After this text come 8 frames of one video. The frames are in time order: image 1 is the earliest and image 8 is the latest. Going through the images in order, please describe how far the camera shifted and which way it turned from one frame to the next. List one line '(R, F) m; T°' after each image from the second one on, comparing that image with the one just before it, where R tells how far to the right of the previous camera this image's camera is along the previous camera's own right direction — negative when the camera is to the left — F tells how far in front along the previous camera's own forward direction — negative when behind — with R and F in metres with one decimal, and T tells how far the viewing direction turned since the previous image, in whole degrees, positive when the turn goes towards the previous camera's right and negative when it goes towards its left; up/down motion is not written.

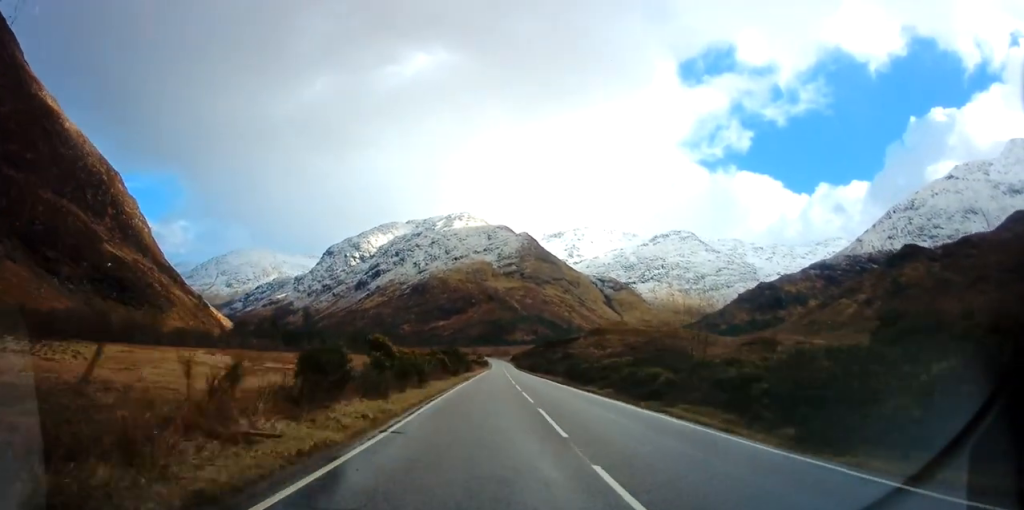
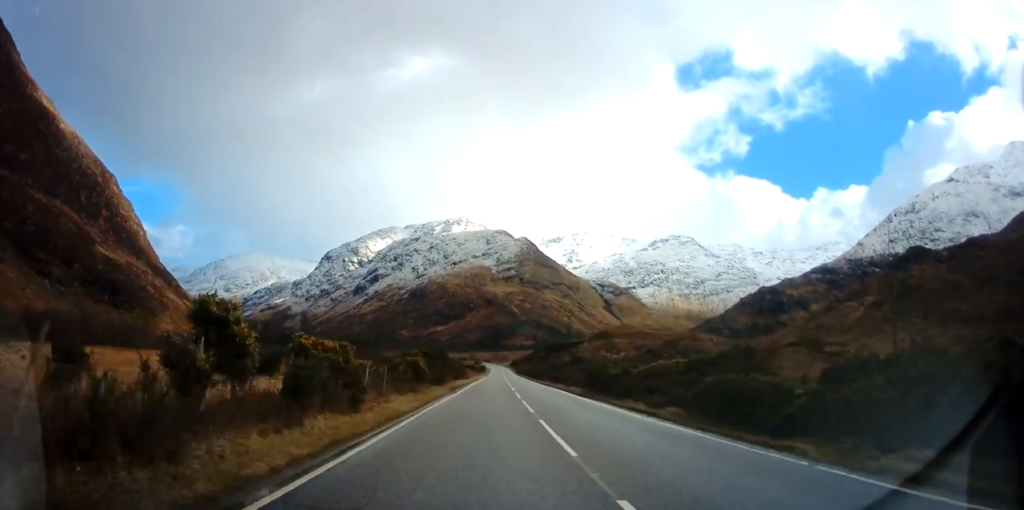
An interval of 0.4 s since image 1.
(0.0, +10.6) m; 0°
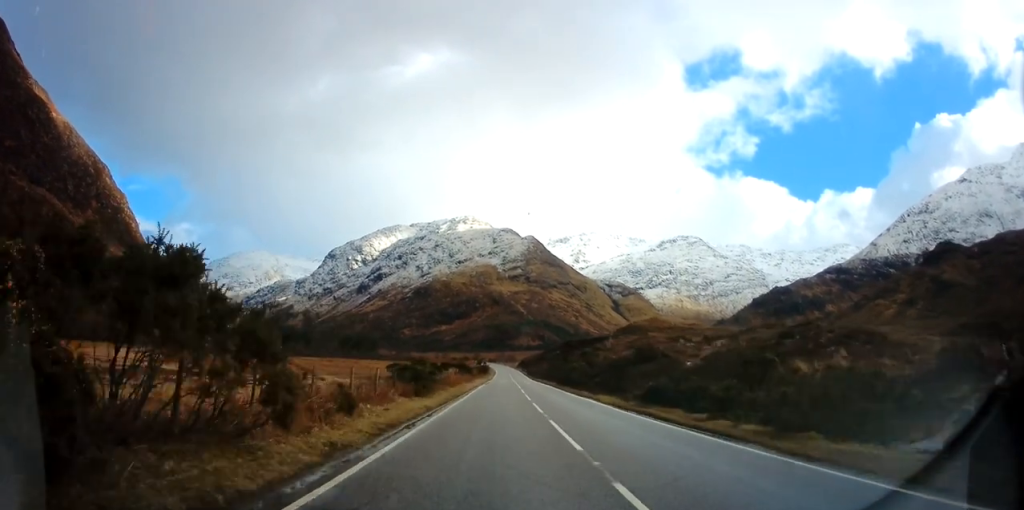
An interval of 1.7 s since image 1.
(0.0, +34.2) m; +1°
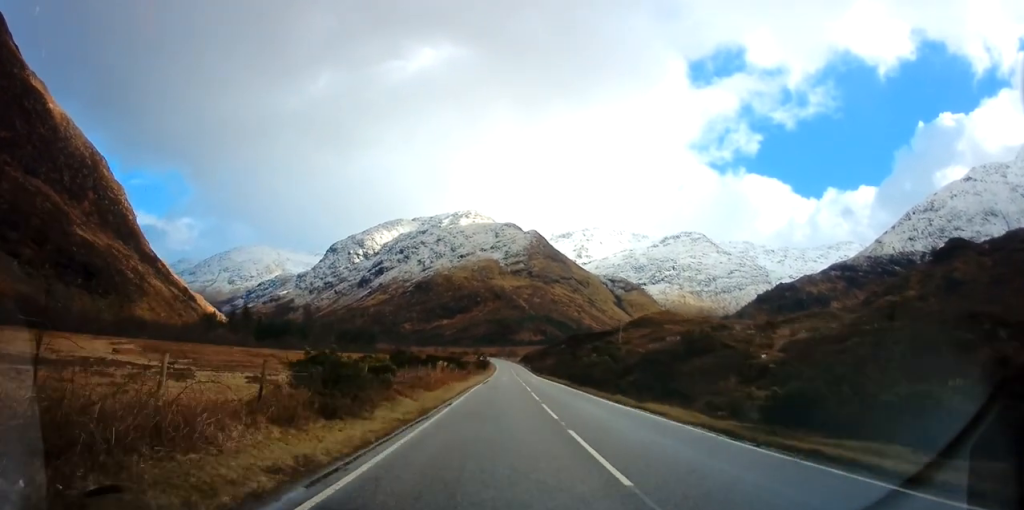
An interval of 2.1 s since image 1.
(+0.1, +11.9) m; 0°
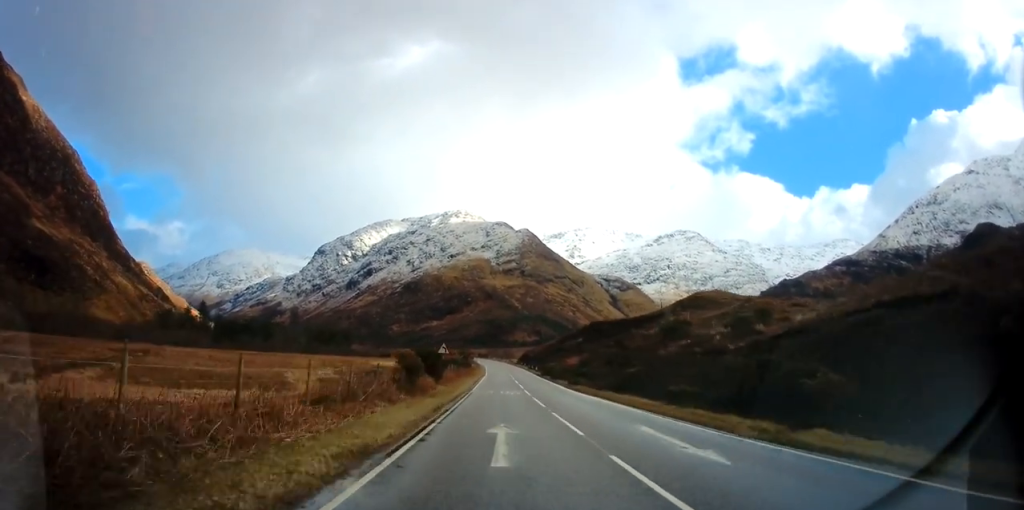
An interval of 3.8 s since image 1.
(+0.6, +47.1) m; 0°
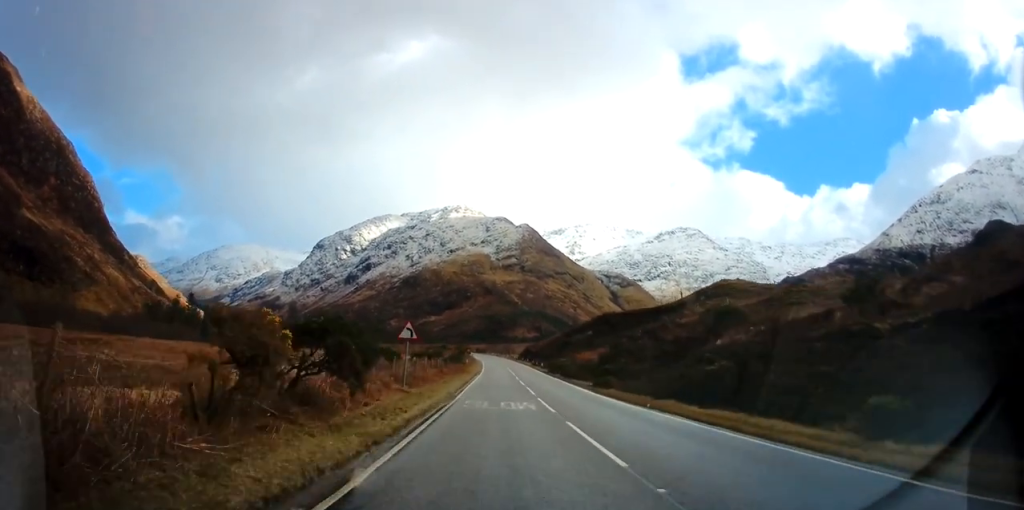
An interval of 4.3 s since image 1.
(-0.2, +13.2) m; 0°
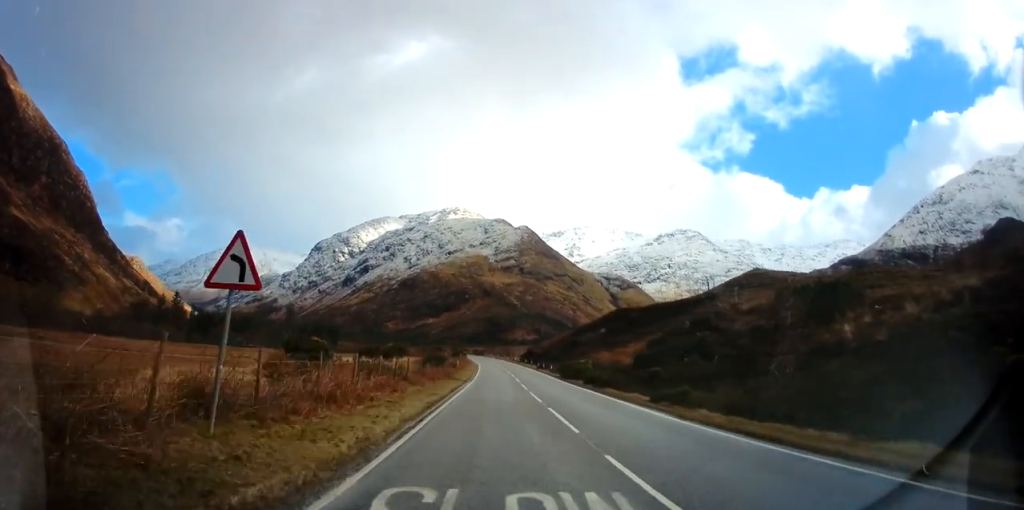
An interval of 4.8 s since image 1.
(-0.2, +13.2) m; 0°
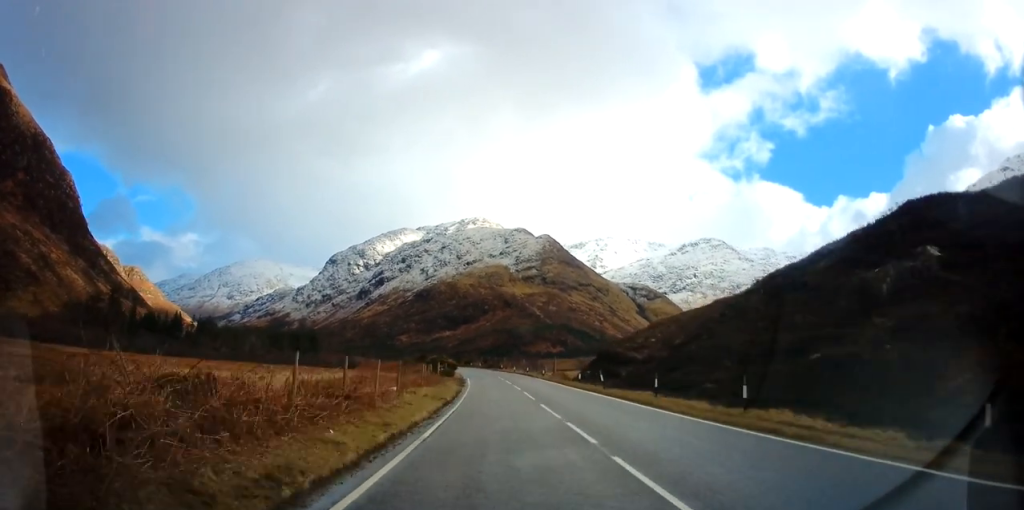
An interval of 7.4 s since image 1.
(-0.3, +70.2) m; -1°
